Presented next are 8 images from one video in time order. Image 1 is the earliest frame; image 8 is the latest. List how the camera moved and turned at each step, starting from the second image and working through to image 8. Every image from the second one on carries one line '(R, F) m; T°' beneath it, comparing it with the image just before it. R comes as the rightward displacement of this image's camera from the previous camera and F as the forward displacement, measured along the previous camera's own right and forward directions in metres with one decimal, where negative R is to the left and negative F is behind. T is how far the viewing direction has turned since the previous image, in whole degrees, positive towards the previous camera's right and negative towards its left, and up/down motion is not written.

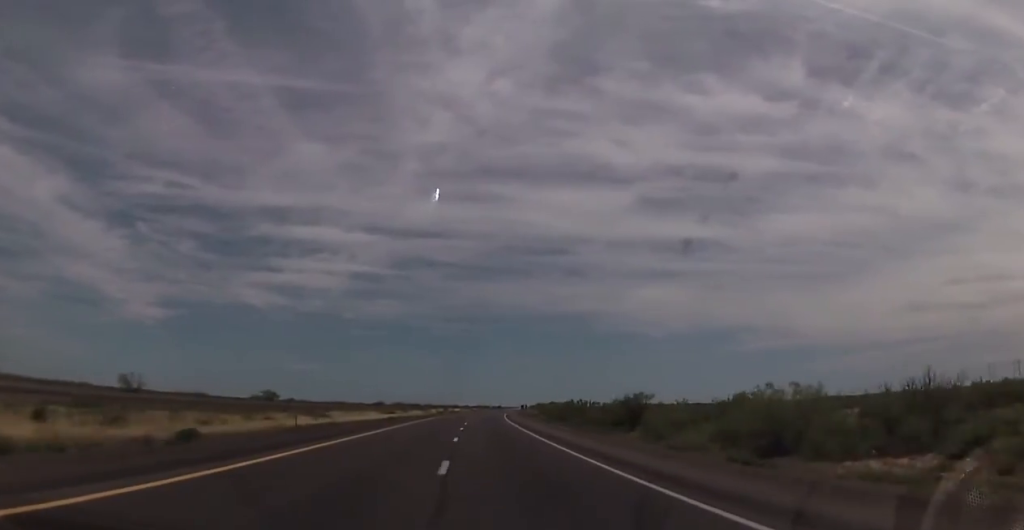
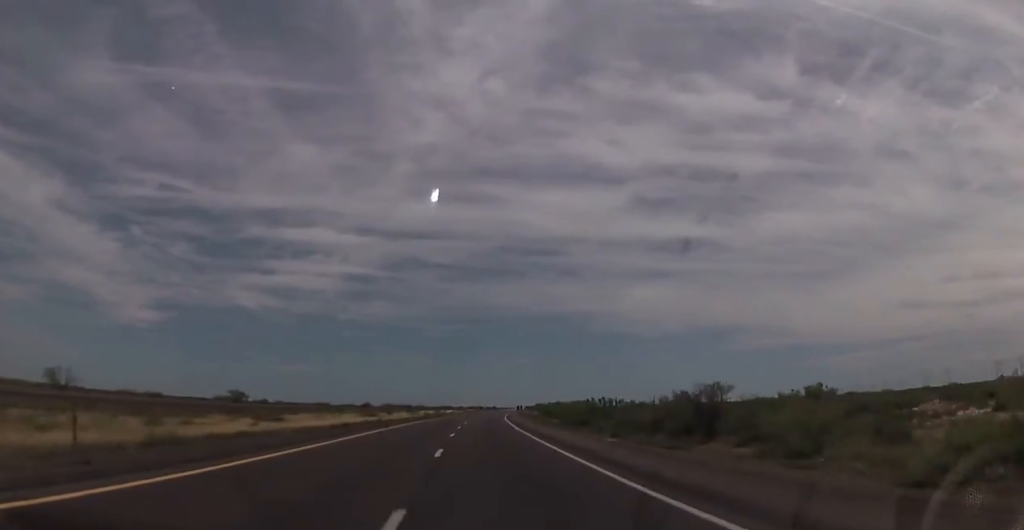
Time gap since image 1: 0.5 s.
(0.0, +19.6) m; 0°
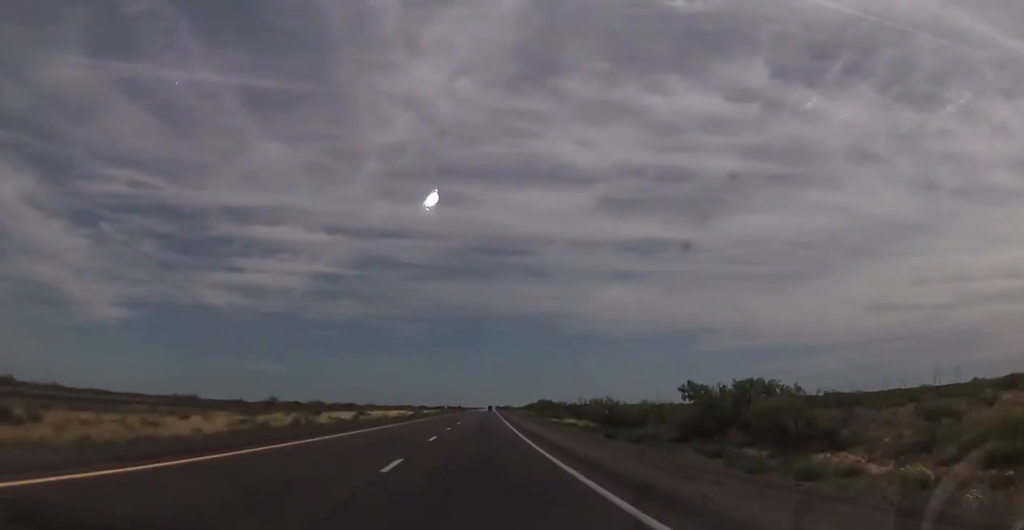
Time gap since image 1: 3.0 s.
(+1.6, +89.6) m; +2°
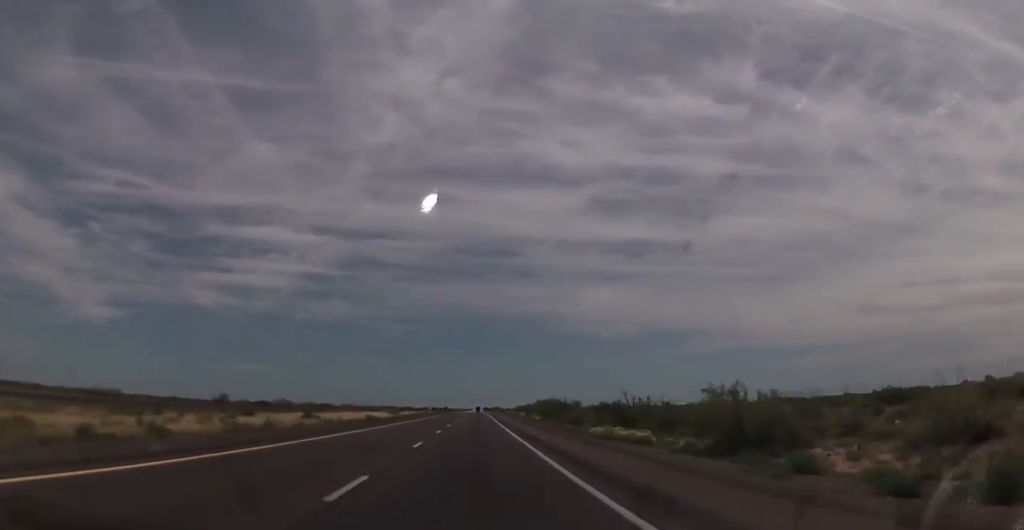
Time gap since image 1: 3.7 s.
(+0.3, +28.5) m; +1°
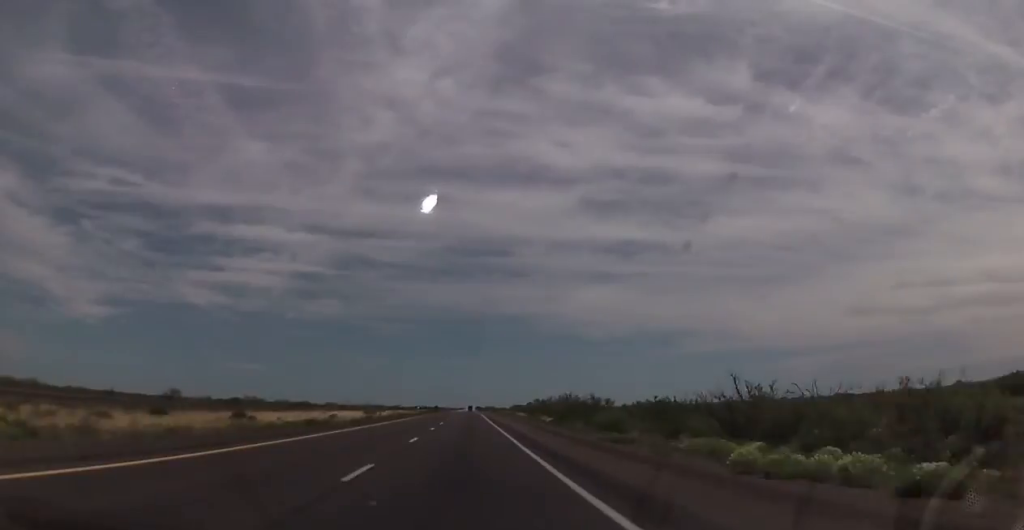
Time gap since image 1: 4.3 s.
(+0.3, +22.1) m; +1°
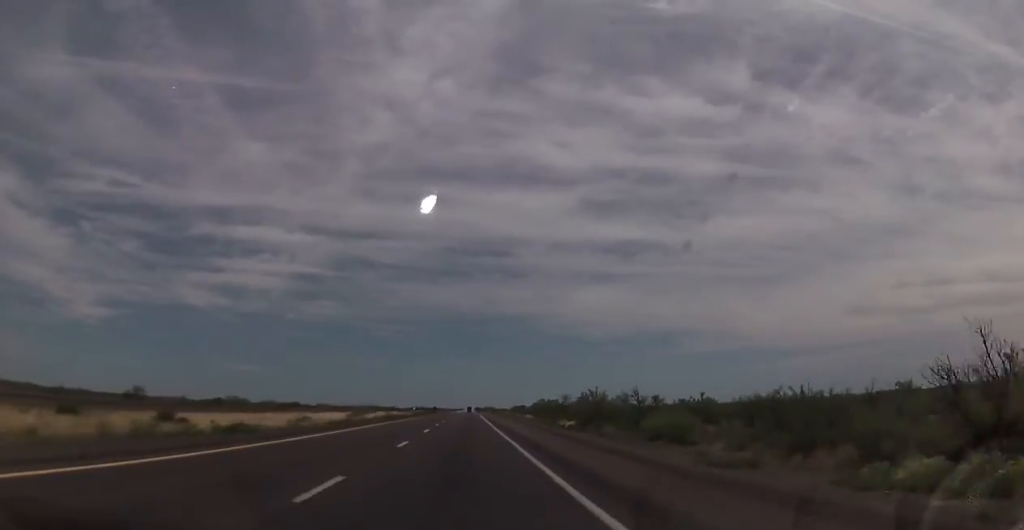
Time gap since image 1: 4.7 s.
(+0.1, +14.7) m; 0°
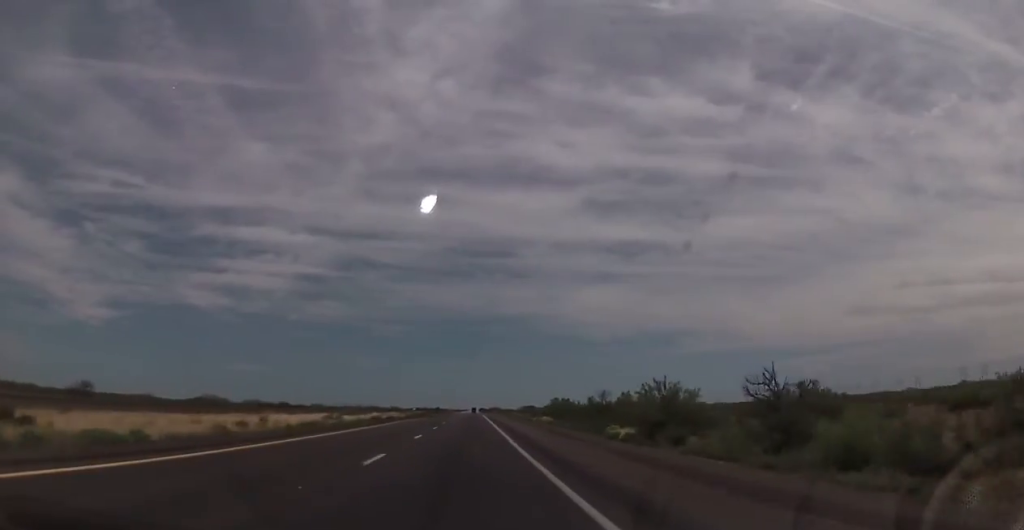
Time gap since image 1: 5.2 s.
(0.0, +18.3) m; 0°
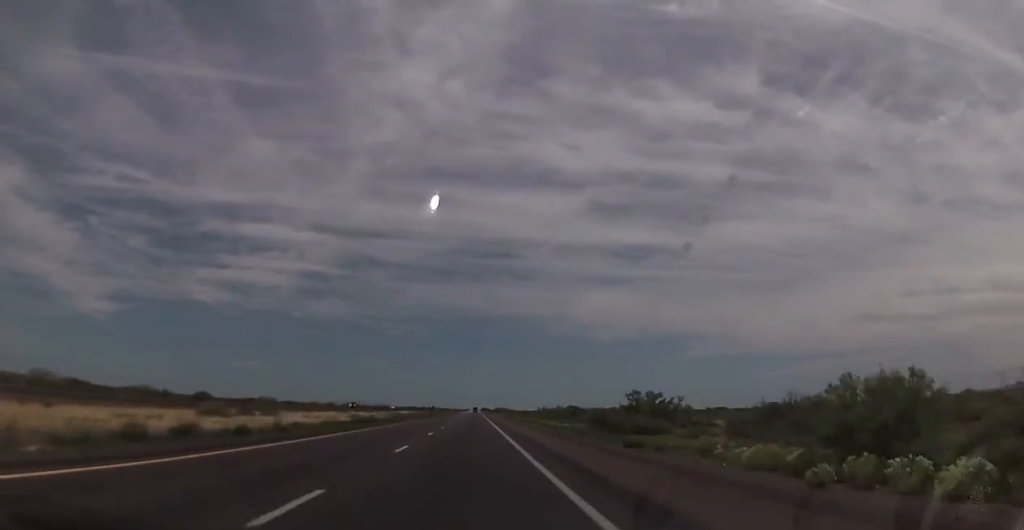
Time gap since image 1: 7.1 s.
(0.0, +68.3) m; 0°
